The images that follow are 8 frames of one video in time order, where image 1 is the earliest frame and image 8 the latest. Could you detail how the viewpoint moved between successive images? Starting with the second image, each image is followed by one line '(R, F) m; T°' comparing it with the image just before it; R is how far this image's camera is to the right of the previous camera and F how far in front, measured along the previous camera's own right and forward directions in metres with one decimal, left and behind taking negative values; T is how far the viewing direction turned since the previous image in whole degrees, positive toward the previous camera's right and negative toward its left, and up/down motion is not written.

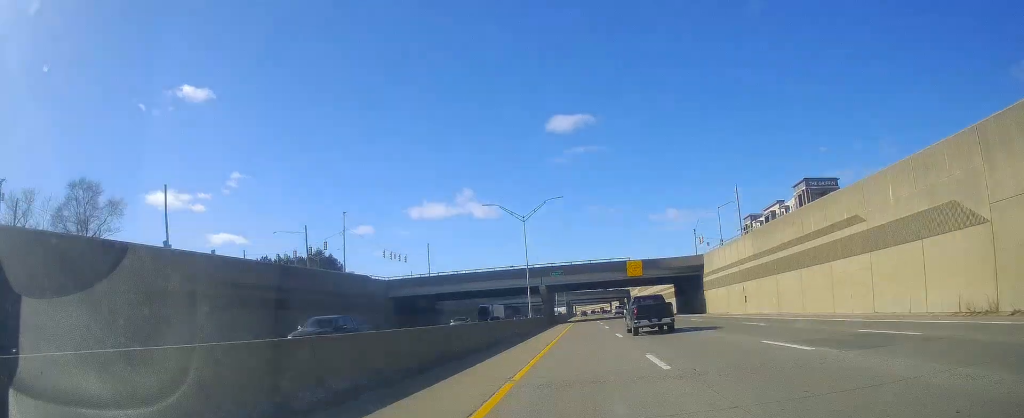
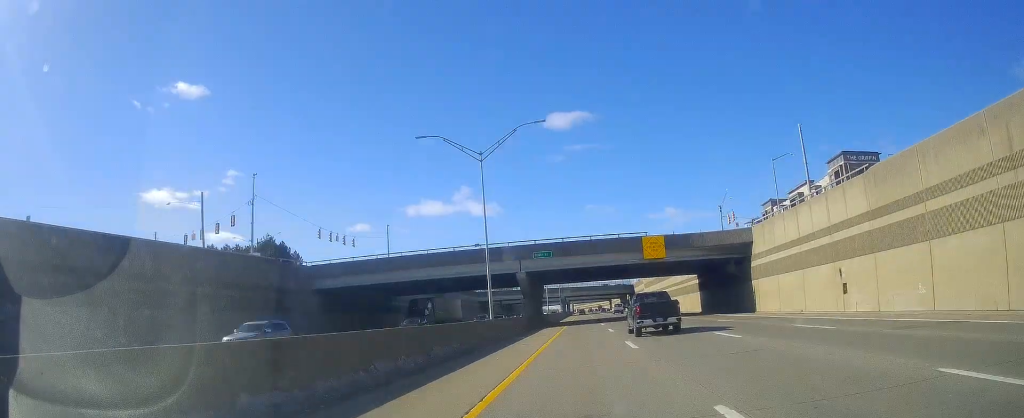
(+0.1, +25.3) m; +1°
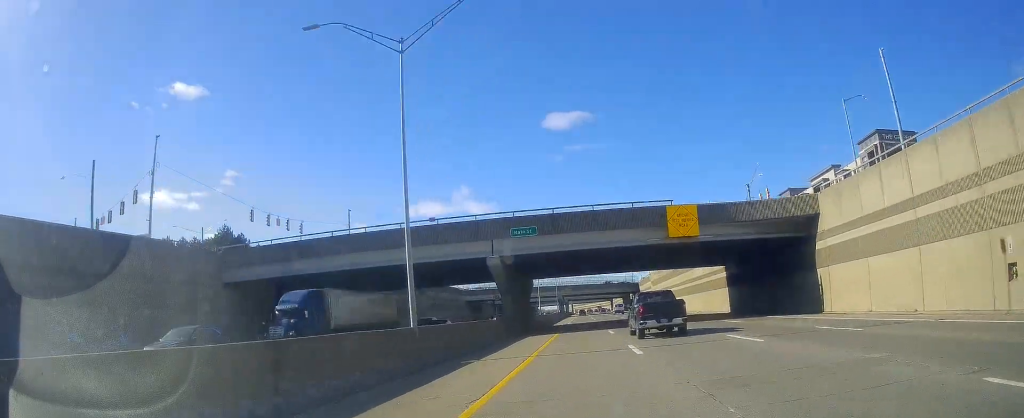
(+0.3, +17.2) m; 0°
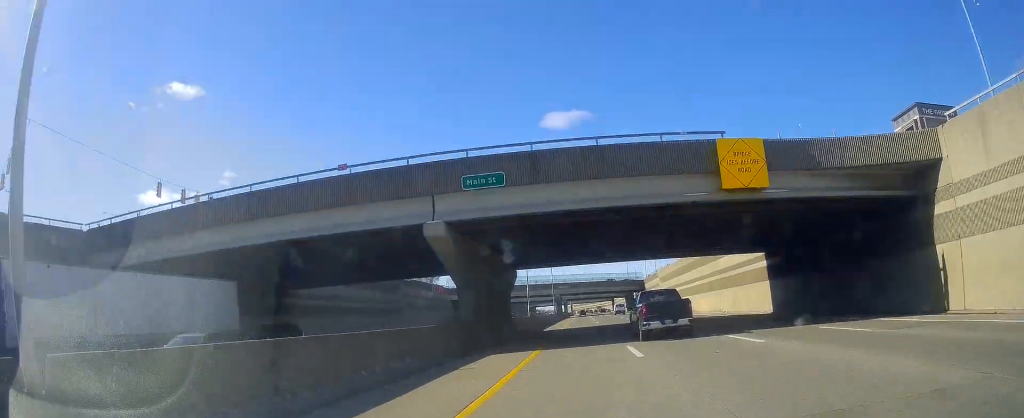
(+0.3, +15.8) m; 0°
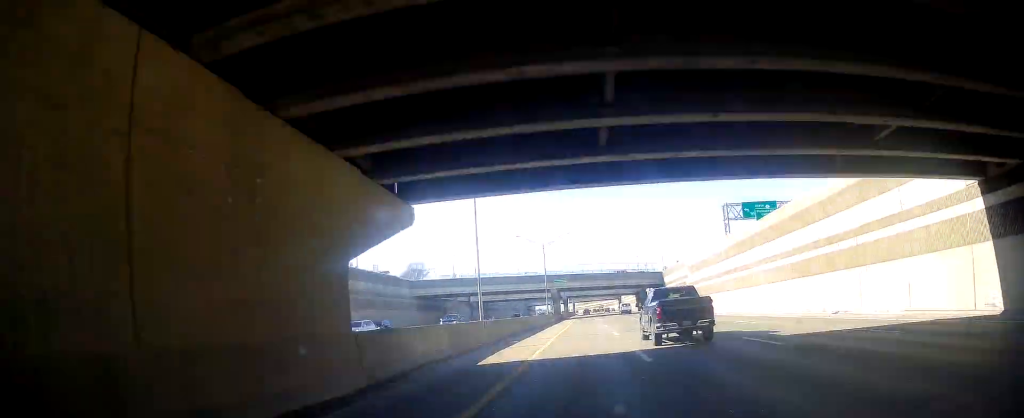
(-0.8, +31.6) m; -1°
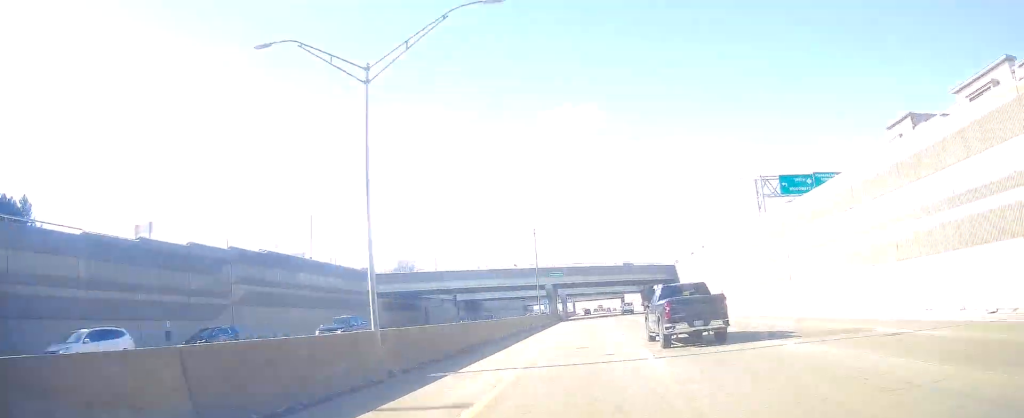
(-0.1, +17.1) m; 0°
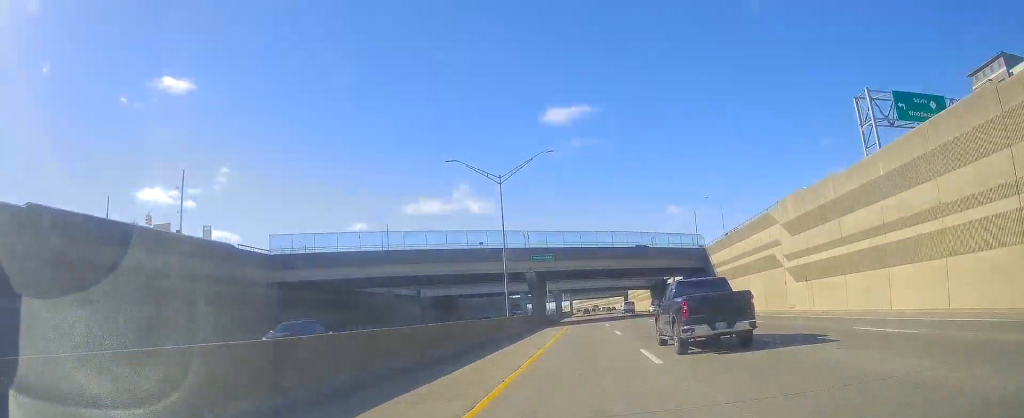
(-0.1, +28.8) m; +1°
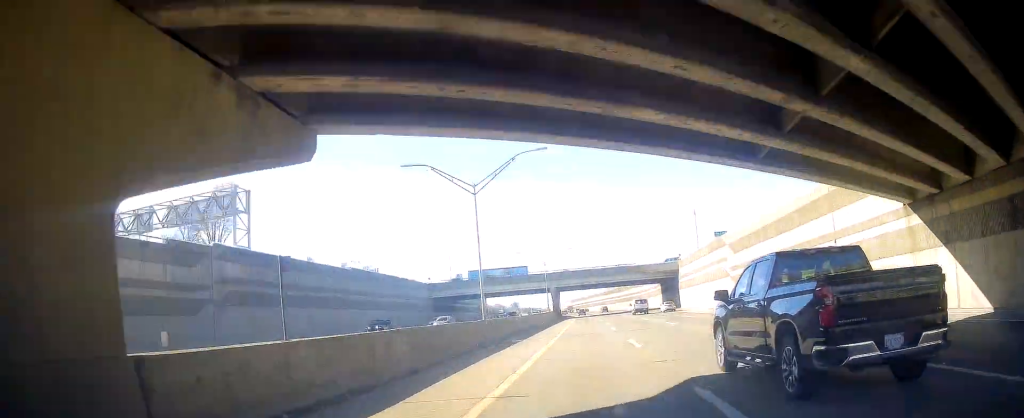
(+1.7, +125.8) m; 0°
